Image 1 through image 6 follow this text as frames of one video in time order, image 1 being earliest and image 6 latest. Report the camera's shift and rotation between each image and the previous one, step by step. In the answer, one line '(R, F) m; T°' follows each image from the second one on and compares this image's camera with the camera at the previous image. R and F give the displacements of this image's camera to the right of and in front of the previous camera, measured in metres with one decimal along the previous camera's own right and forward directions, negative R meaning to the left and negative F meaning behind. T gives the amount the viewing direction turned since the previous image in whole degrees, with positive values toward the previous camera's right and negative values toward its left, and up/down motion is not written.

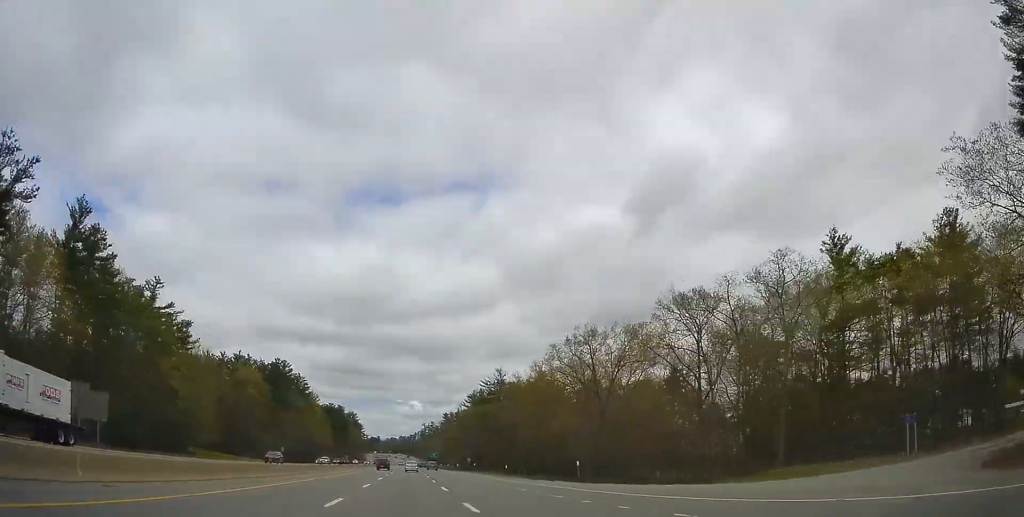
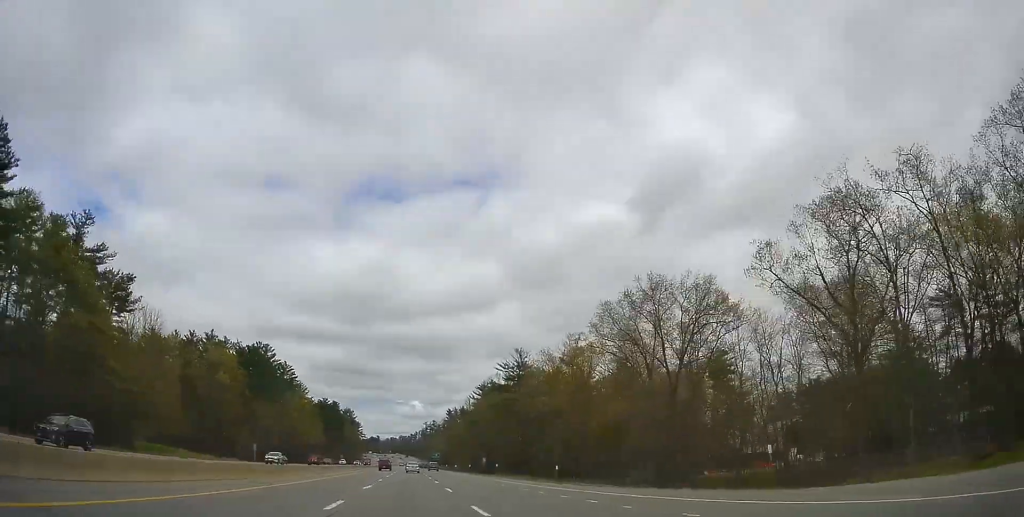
(-0.2, +25.3) m; -1°
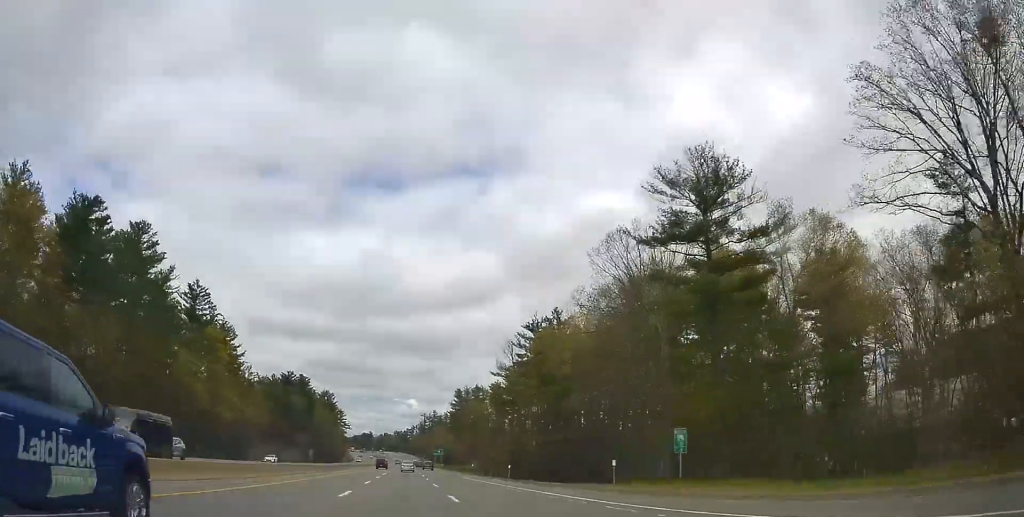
(+0.3, +80.3) m; 0°
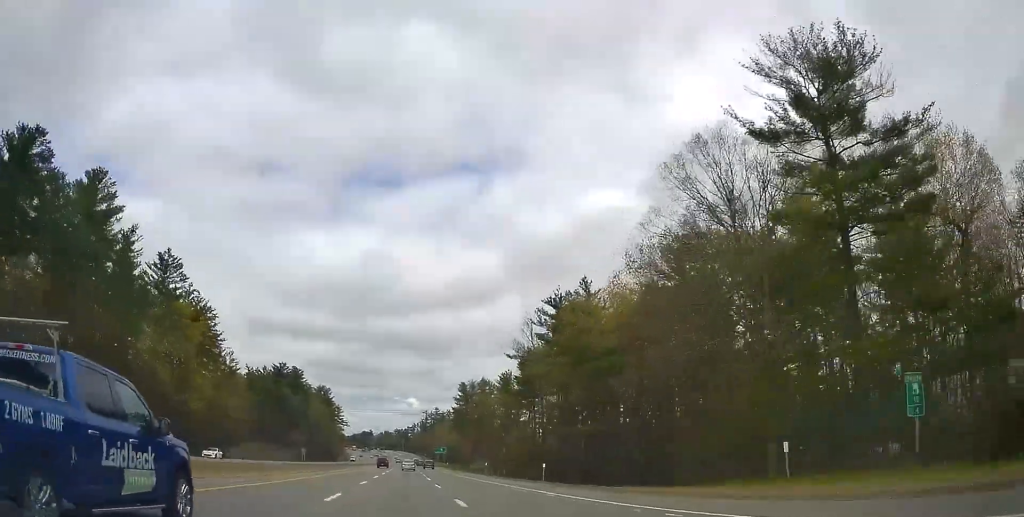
(-0.2, +15.4) m; 0°
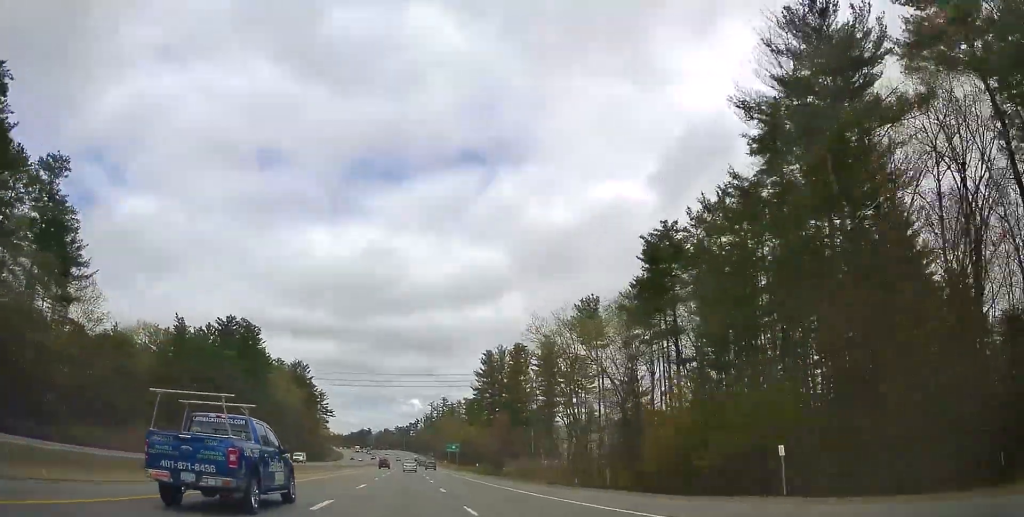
(+0.1, +63.7) m; 0°
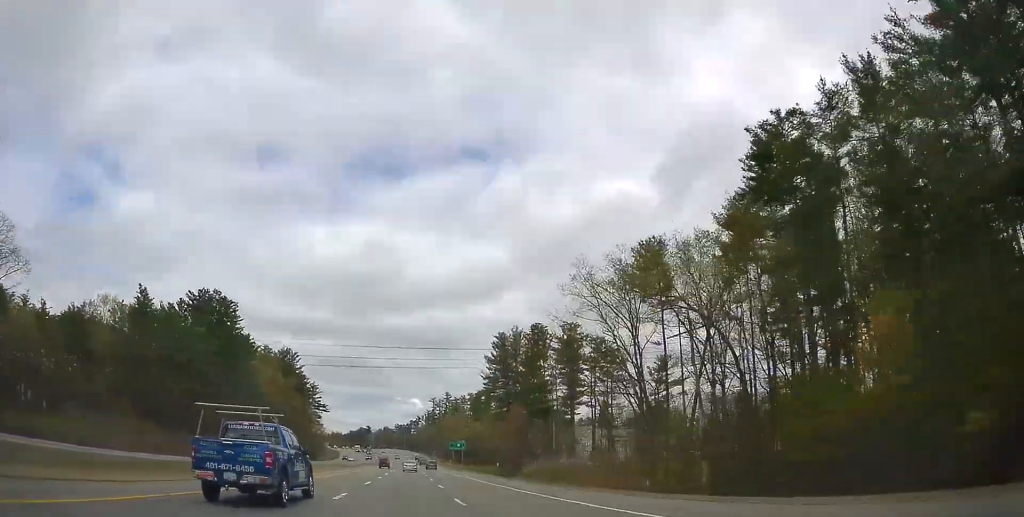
(-0.1, +20.8) m; 0°
